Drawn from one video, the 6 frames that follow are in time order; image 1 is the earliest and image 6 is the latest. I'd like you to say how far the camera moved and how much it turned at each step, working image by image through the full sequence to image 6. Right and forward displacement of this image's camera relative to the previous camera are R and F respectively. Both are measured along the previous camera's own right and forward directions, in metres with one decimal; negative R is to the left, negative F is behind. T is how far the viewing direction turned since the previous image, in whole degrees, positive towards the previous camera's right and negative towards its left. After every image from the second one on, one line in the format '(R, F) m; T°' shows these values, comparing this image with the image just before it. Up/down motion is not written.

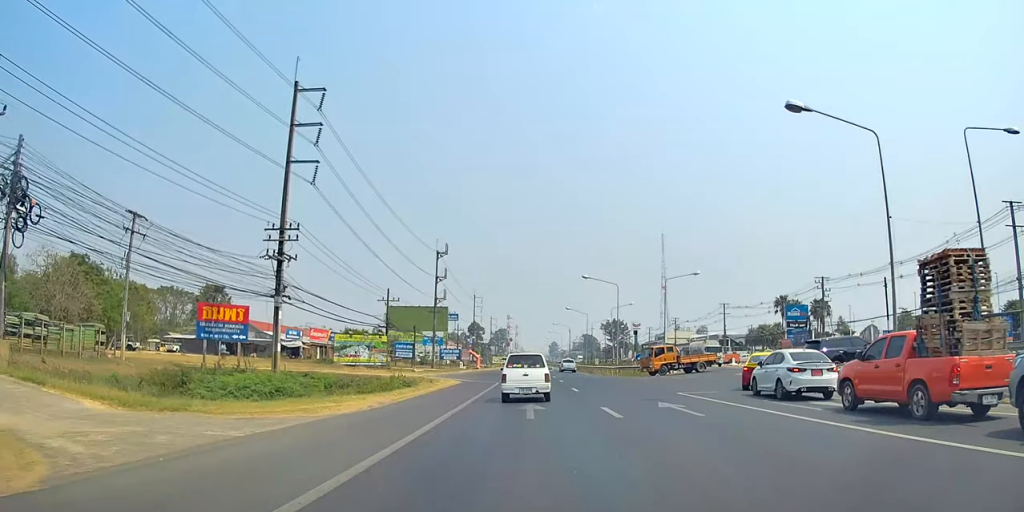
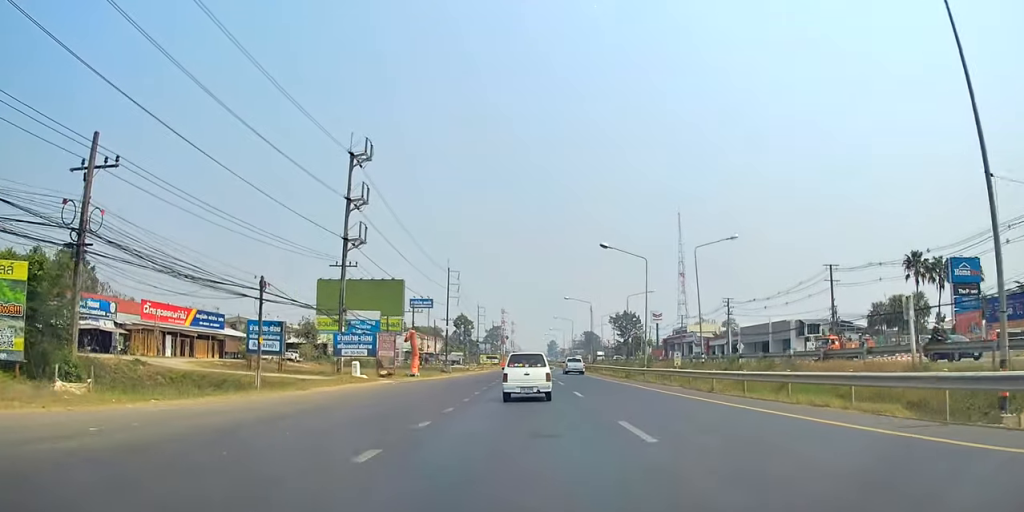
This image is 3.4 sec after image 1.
(+0.9, +51.4) m; +1°
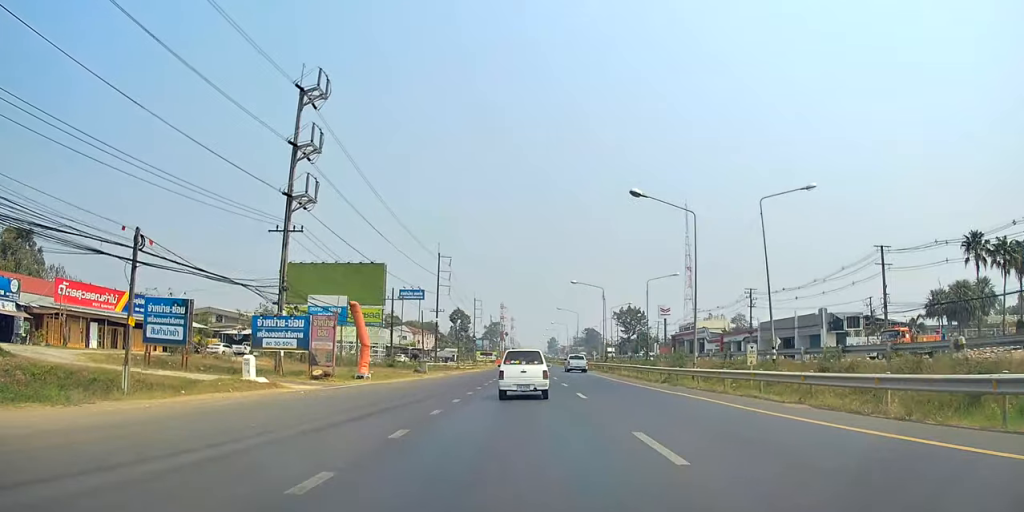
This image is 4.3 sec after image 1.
(-0.4, +14.4) m; -1°
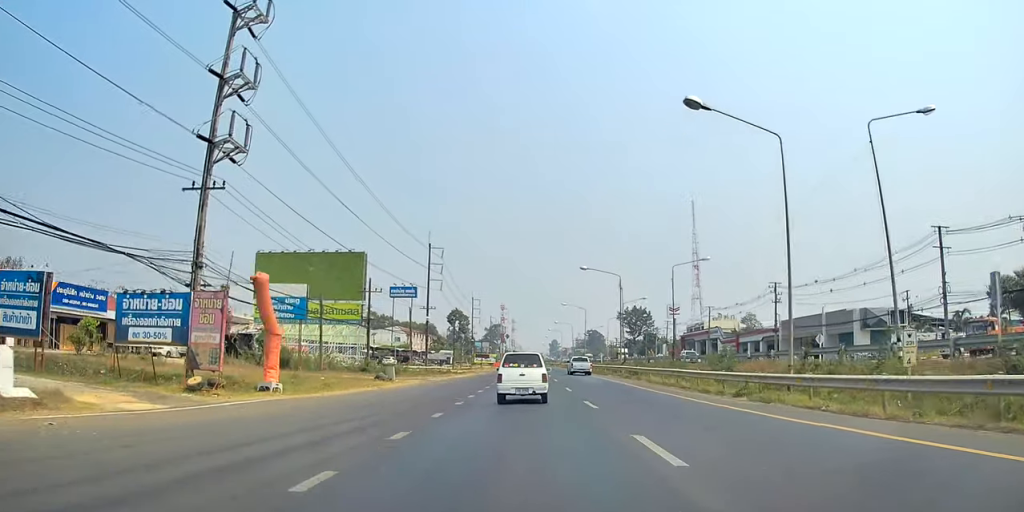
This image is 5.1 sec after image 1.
(+0.1, +11.7) m; 0°
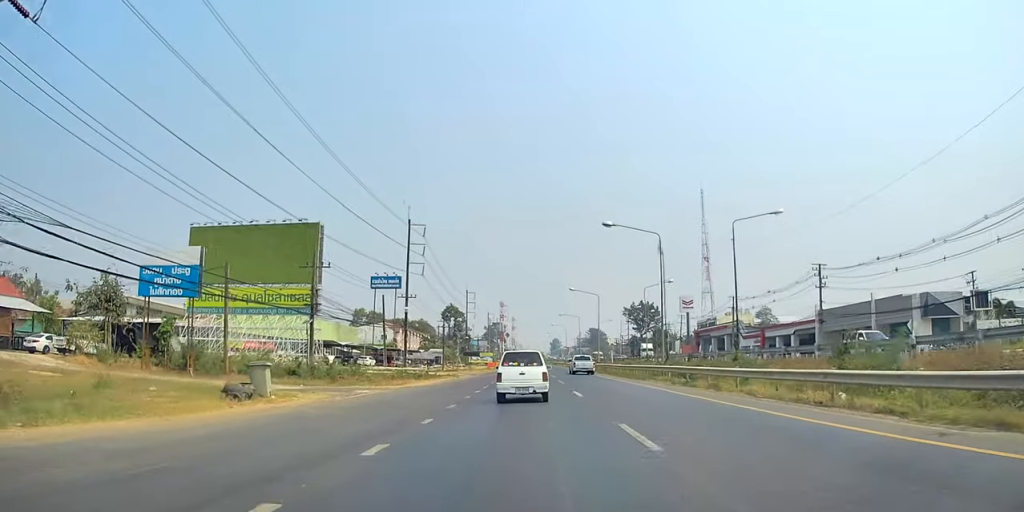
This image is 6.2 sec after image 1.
(0.0, +17.9) m; +1°
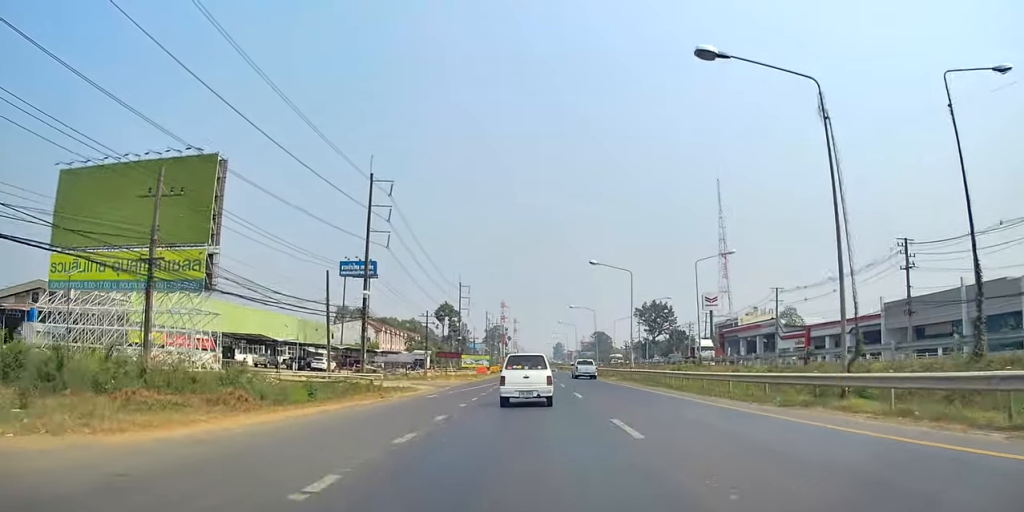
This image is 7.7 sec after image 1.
(+0.6, +22.4) m; +2°
